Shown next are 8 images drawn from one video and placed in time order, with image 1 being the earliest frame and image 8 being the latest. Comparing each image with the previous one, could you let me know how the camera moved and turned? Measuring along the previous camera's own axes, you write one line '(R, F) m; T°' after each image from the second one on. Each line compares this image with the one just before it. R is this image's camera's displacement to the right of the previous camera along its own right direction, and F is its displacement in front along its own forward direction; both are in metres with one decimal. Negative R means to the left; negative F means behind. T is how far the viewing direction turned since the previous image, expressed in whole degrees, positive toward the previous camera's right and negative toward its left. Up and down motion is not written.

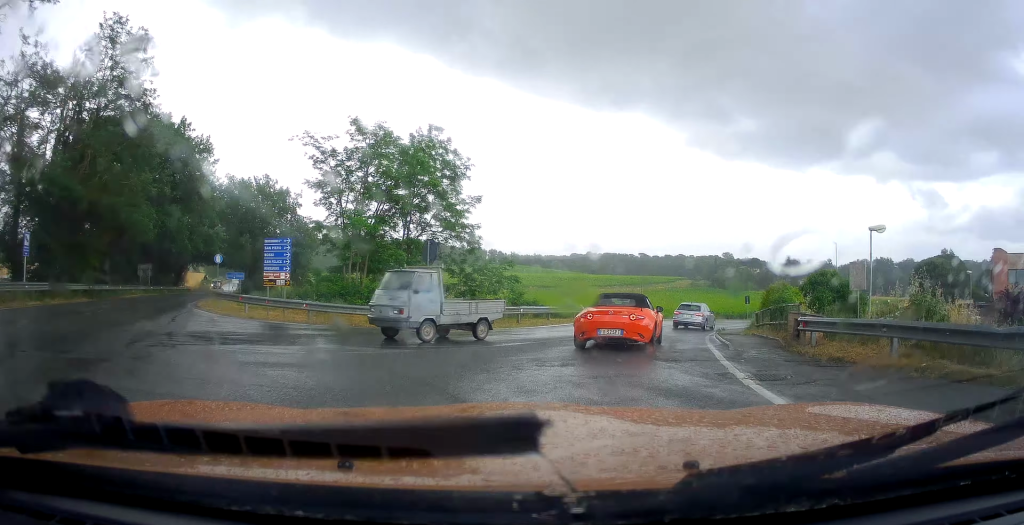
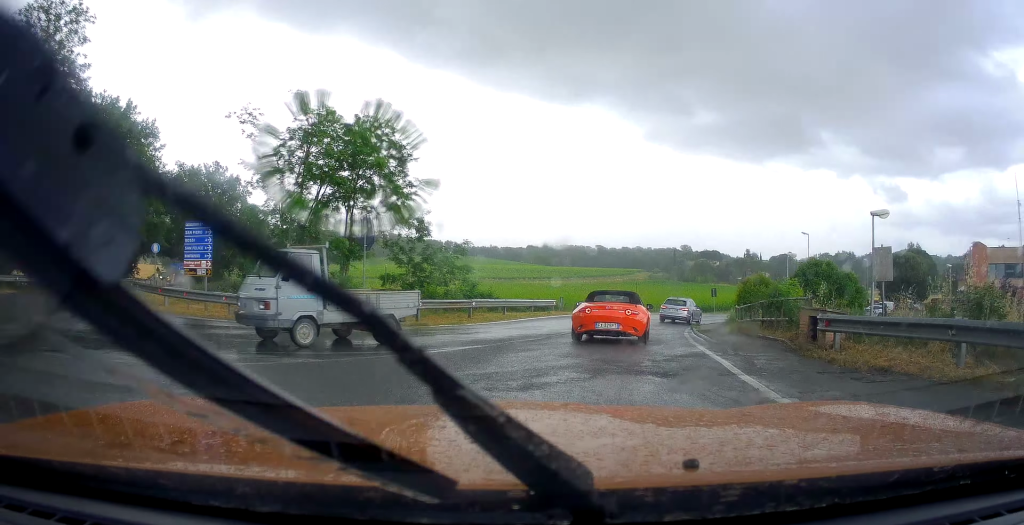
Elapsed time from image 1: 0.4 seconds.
(-0.2, +3.2) m; +4°
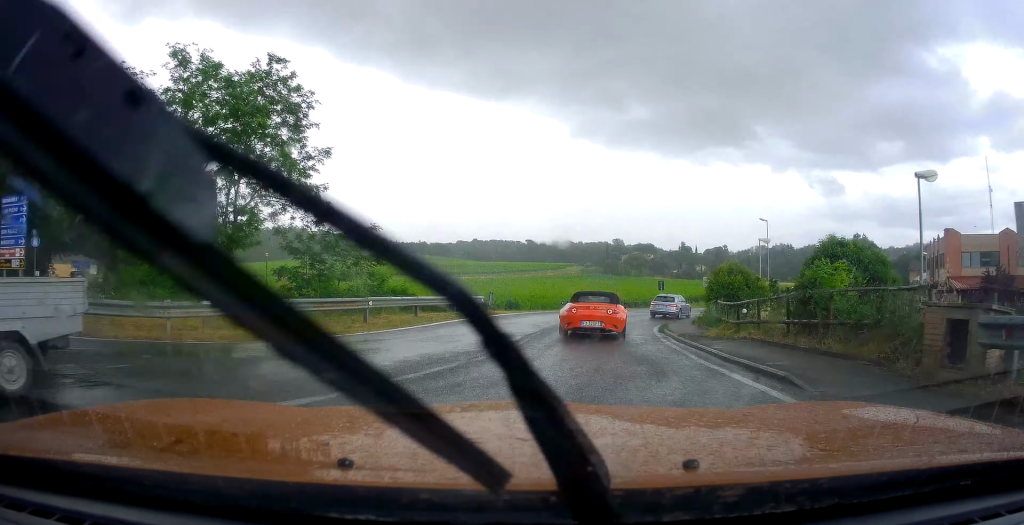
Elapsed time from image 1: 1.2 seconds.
(+0.8, +6.0) m; +8°
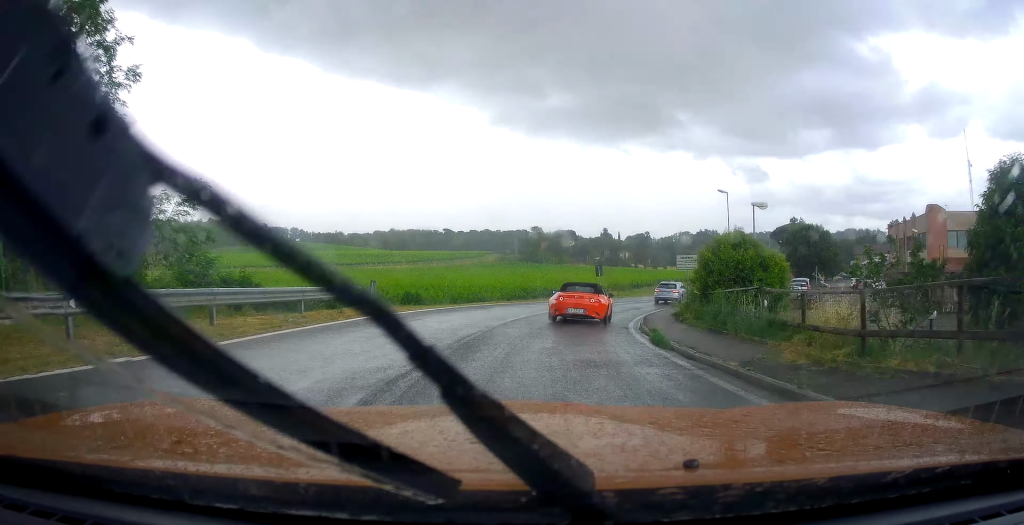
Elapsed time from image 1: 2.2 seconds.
(+0.8, +9.5) m; +8°
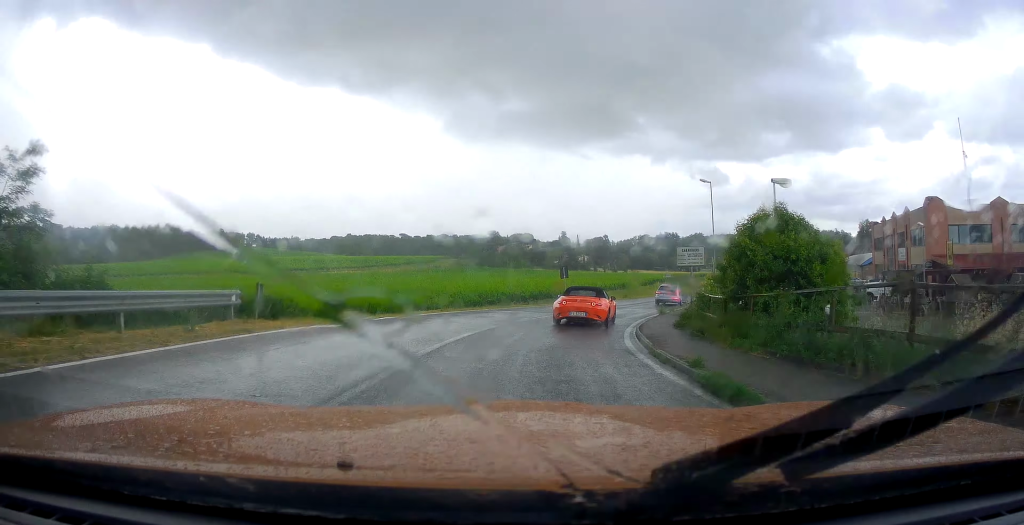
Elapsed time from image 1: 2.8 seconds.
(+0.2, +5.7) m; +3°
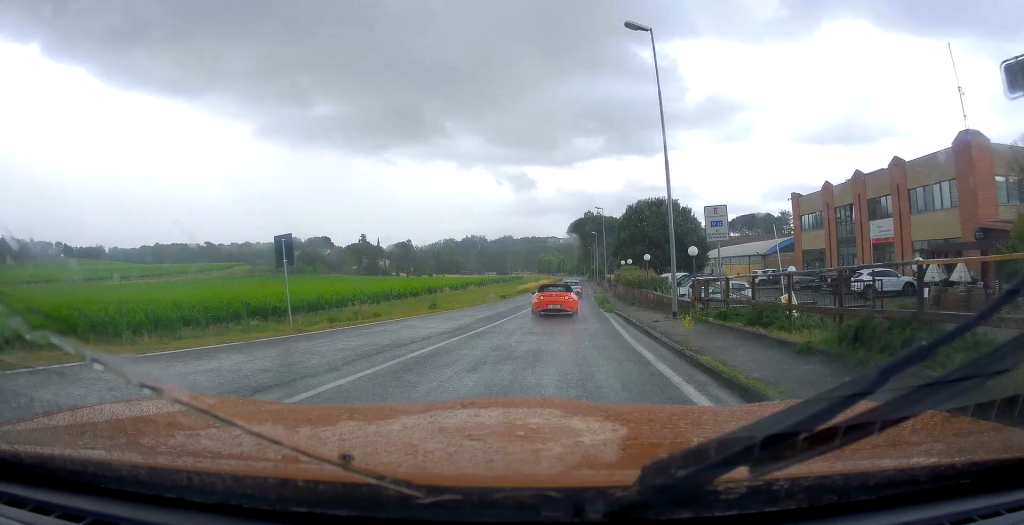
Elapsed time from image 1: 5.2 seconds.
(+3.2, +25.5) m; +14°
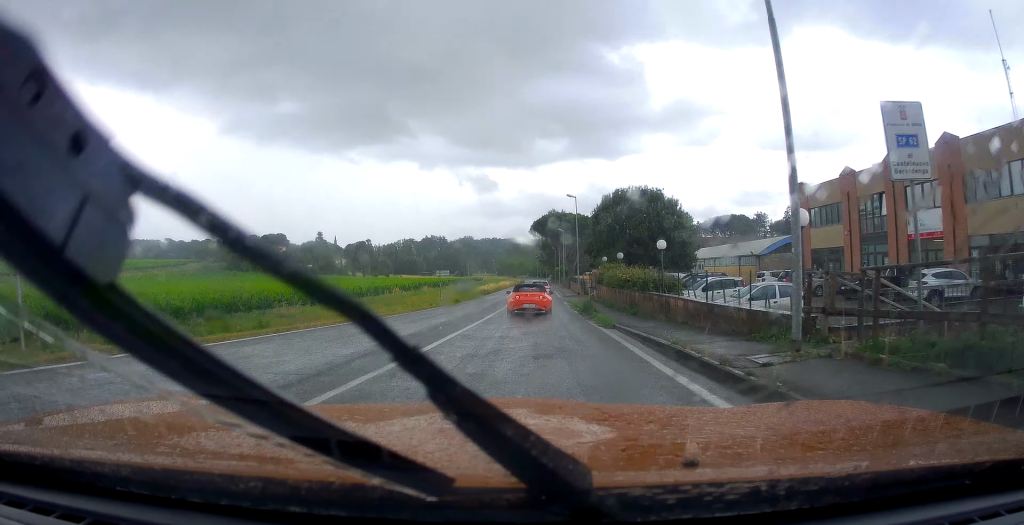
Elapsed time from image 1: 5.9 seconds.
(+0.3, +9.6) m; +3°
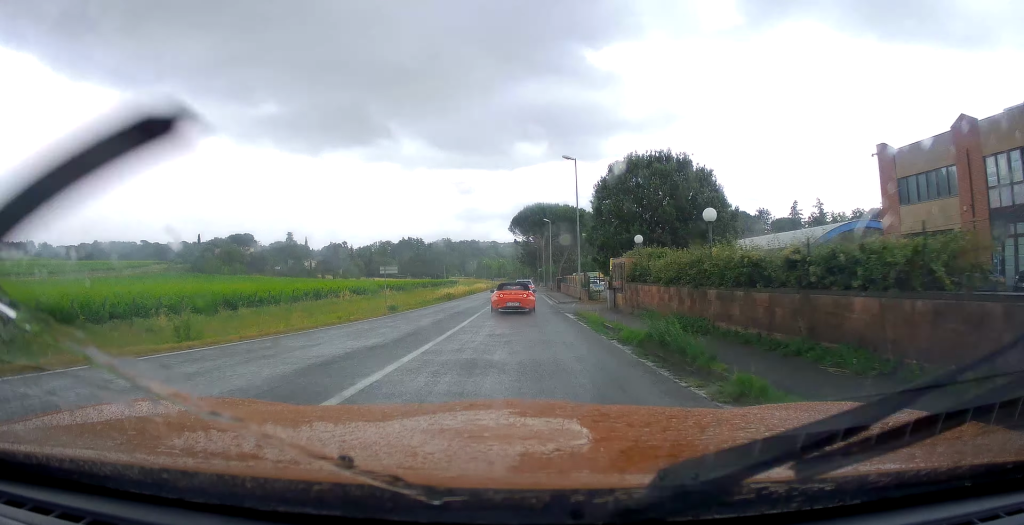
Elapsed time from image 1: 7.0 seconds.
(+0.5, +15.7) m; +2°
